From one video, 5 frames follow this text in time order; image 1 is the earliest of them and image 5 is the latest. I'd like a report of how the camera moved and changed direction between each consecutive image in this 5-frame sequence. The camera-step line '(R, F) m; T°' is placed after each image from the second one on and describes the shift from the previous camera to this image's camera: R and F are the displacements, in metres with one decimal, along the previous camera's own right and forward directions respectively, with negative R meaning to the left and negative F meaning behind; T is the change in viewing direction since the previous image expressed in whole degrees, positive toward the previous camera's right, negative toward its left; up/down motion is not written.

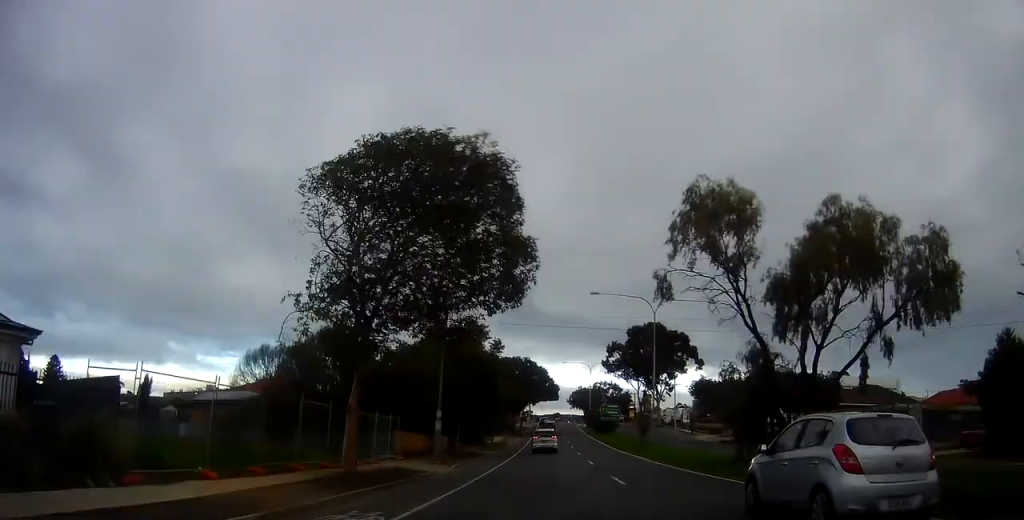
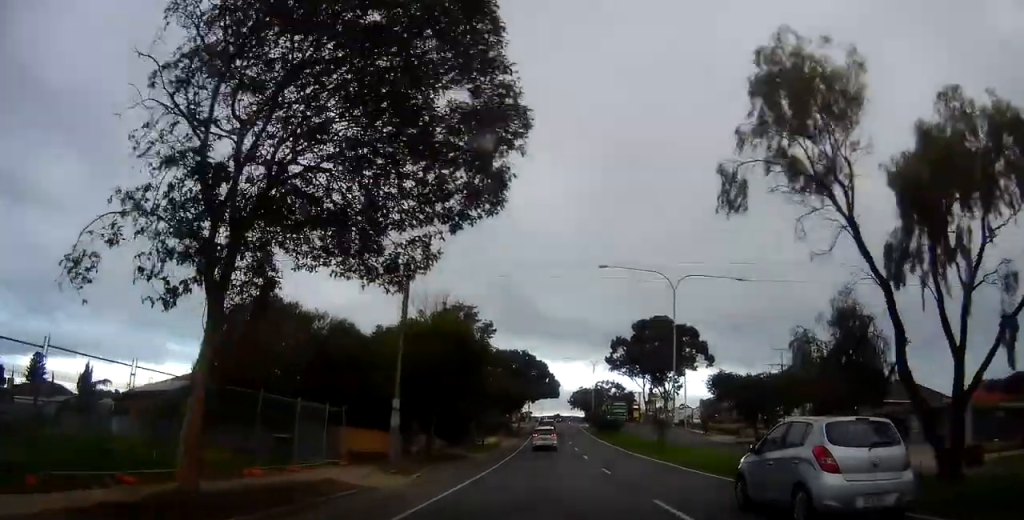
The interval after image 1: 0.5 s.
(-0.1, +7.8) m; 0°
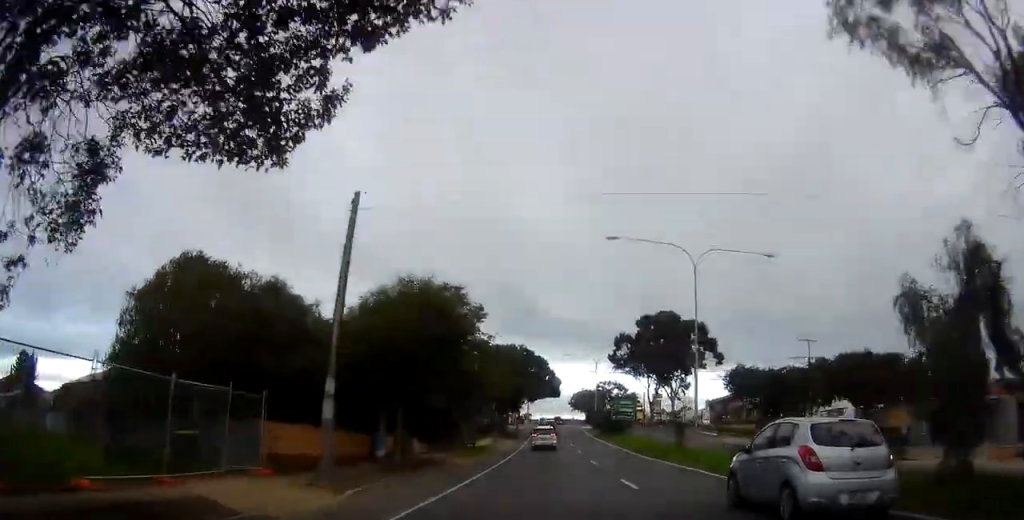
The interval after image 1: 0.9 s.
(+0.1, +6.2) m; +1°
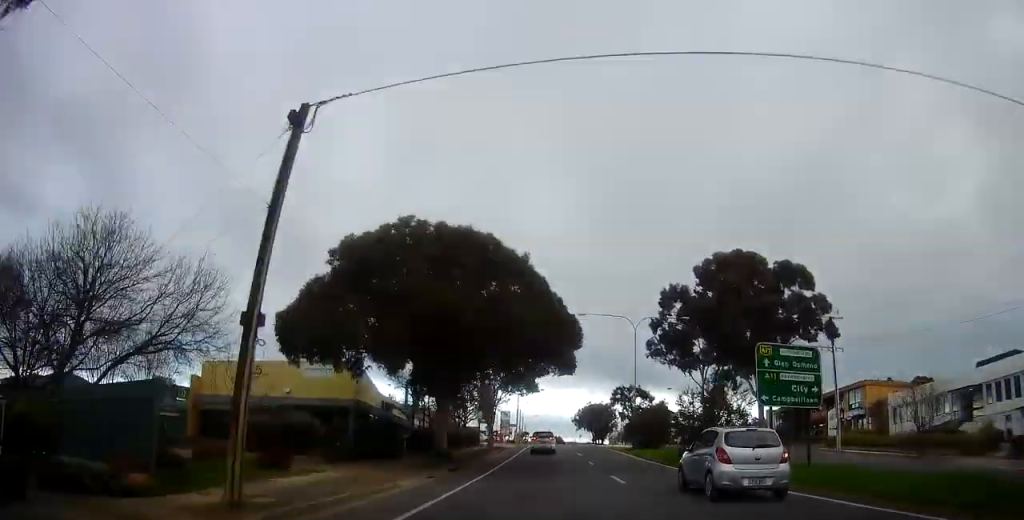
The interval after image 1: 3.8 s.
(+0.2, +44.2) m; -1°
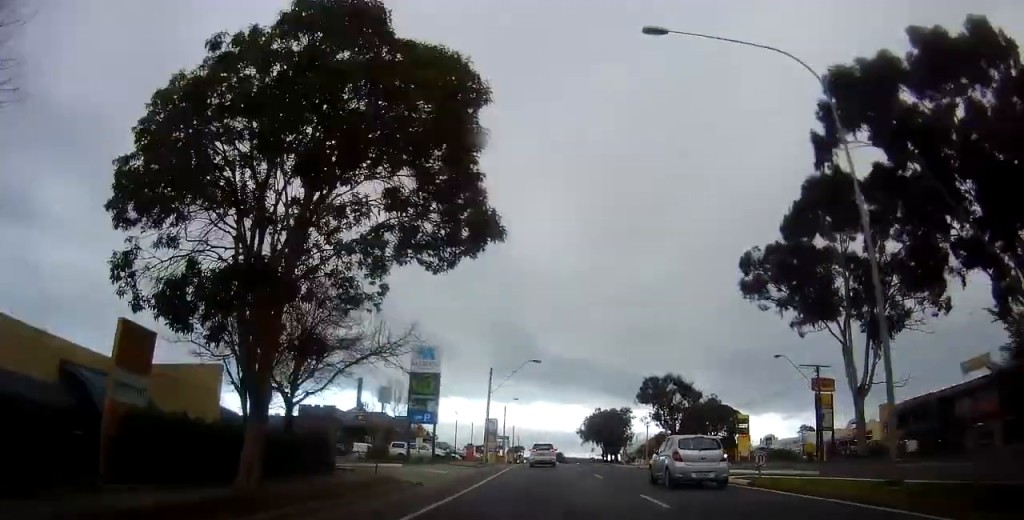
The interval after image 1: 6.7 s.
(+0.2, +41.9) m; 0°
